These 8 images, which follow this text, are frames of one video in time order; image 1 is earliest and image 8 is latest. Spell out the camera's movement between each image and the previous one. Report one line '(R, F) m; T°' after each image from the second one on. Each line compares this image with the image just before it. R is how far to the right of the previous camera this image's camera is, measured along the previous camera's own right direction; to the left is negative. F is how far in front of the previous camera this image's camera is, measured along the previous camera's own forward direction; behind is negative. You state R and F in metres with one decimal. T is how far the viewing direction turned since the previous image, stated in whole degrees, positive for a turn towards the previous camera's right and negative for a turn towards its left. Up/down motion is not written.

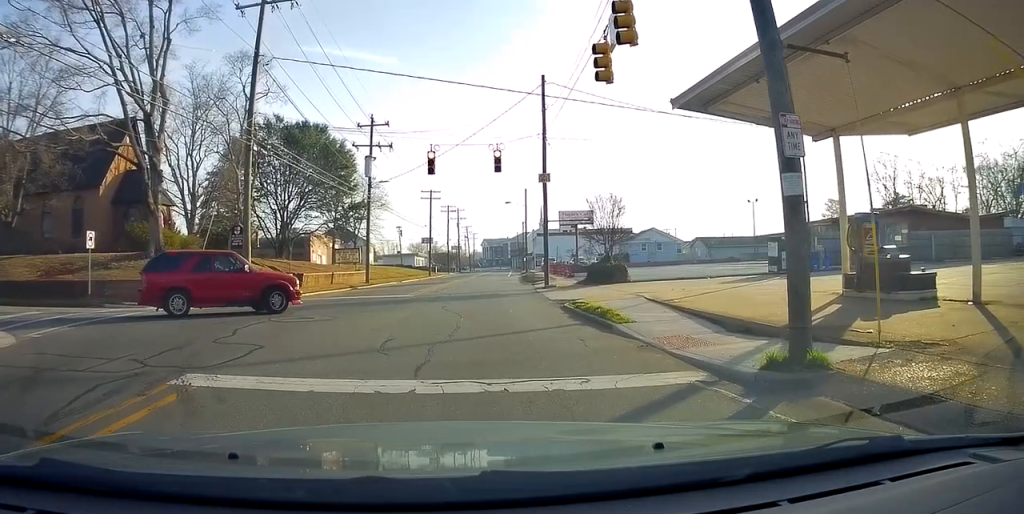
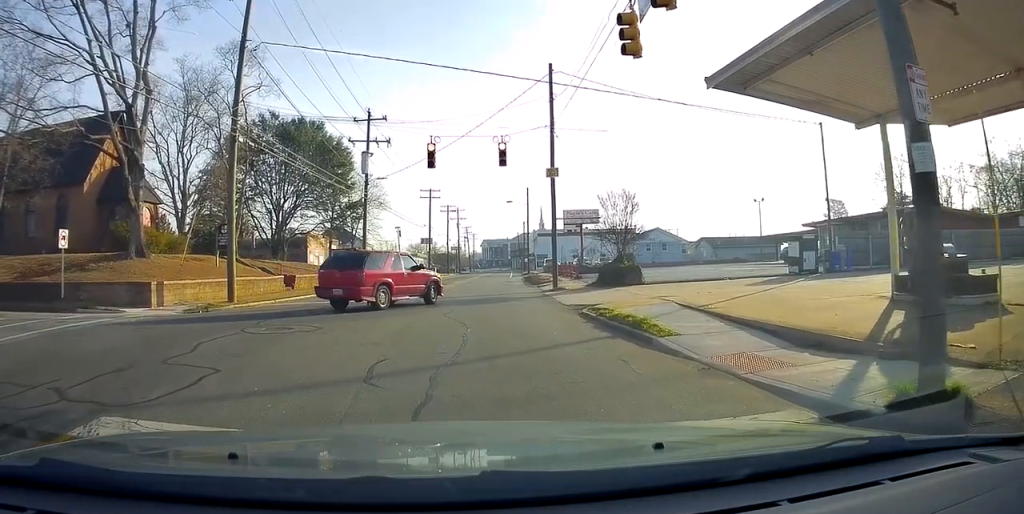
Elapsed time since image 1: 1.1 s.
(0.0, +2.2) m; -5°
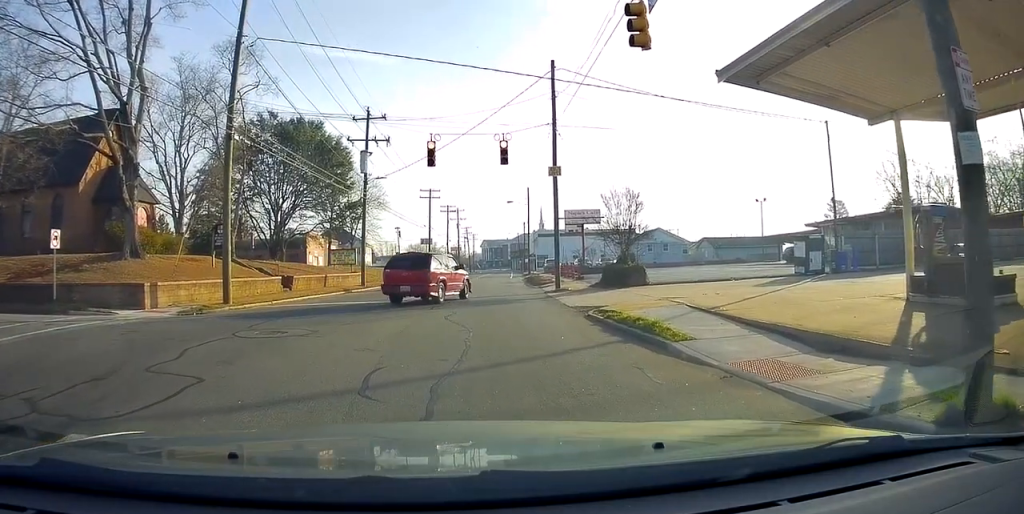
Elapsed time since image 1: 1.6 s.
(-0.1, +0.6) m; 0°
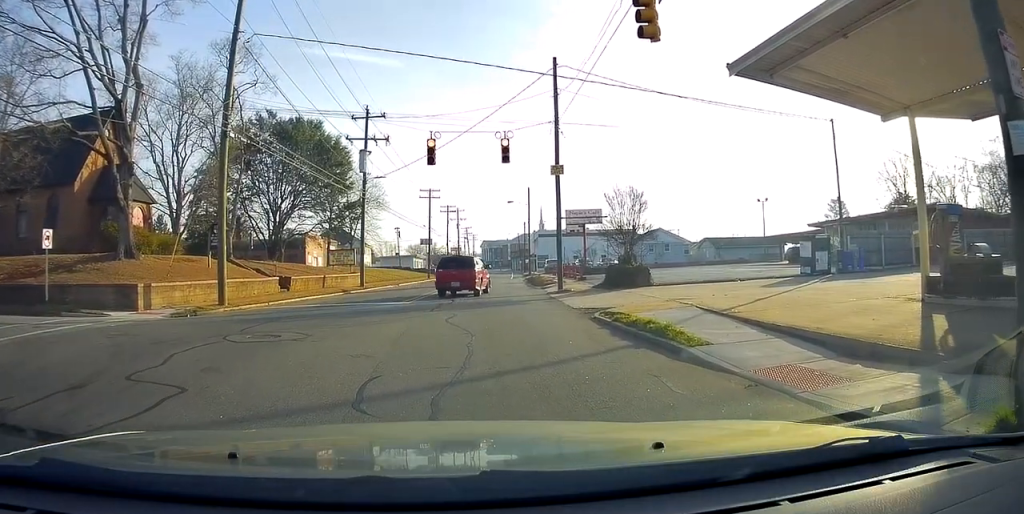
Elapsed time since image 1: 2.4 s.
(0.0, +0.7) m; 0°
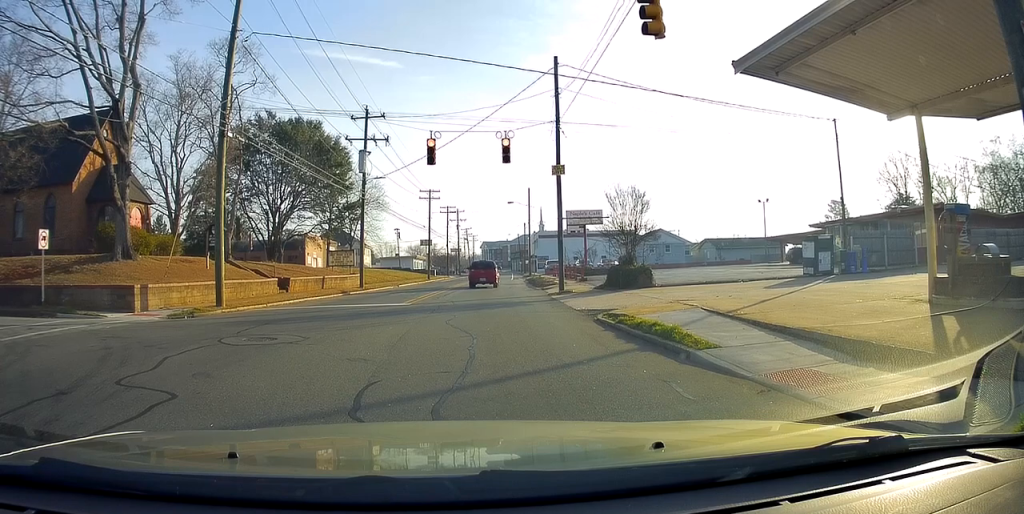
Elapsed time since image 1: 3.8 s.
(-0.1, +0.5) m; 0°
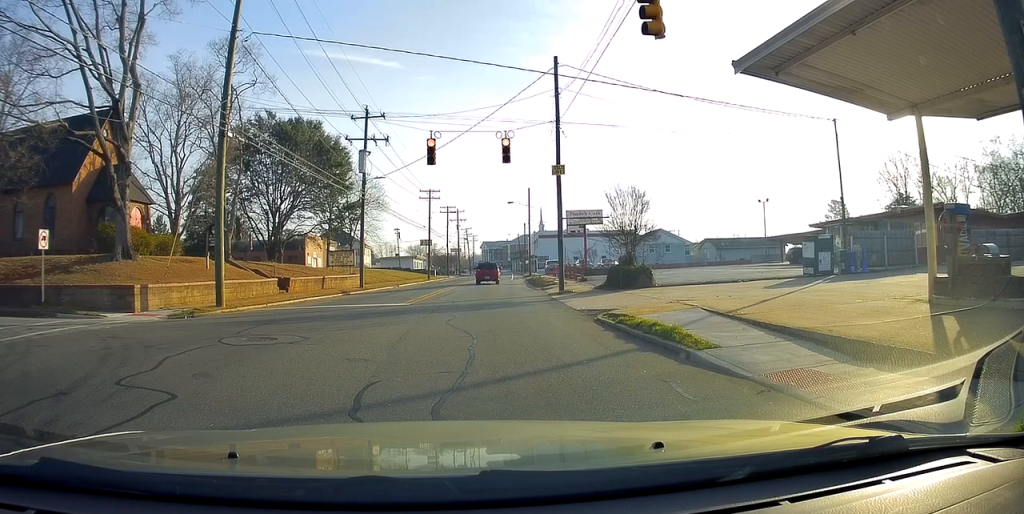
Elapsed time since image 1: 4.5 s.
(0.0, 0.0) m; 0°
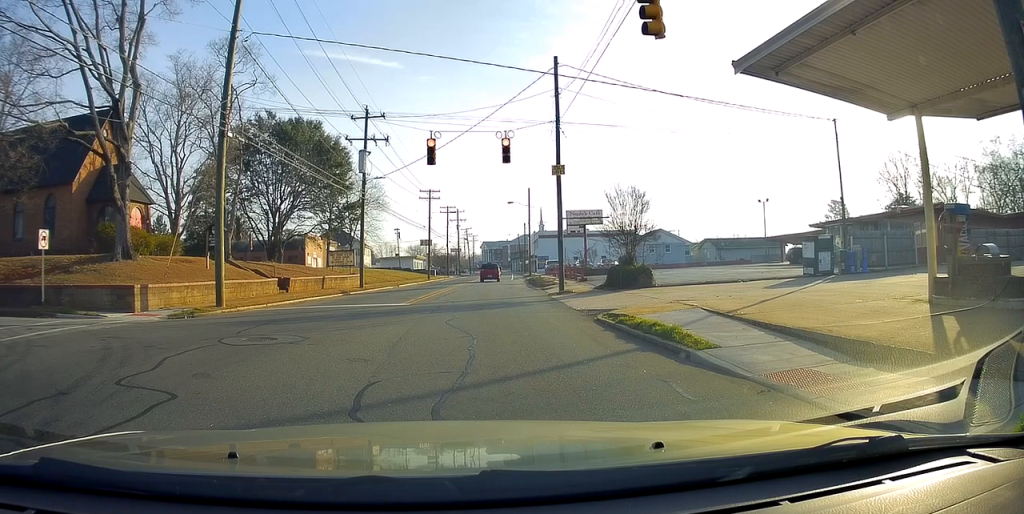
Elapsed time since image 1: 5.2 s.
(0.0, 0.0) m; 0°
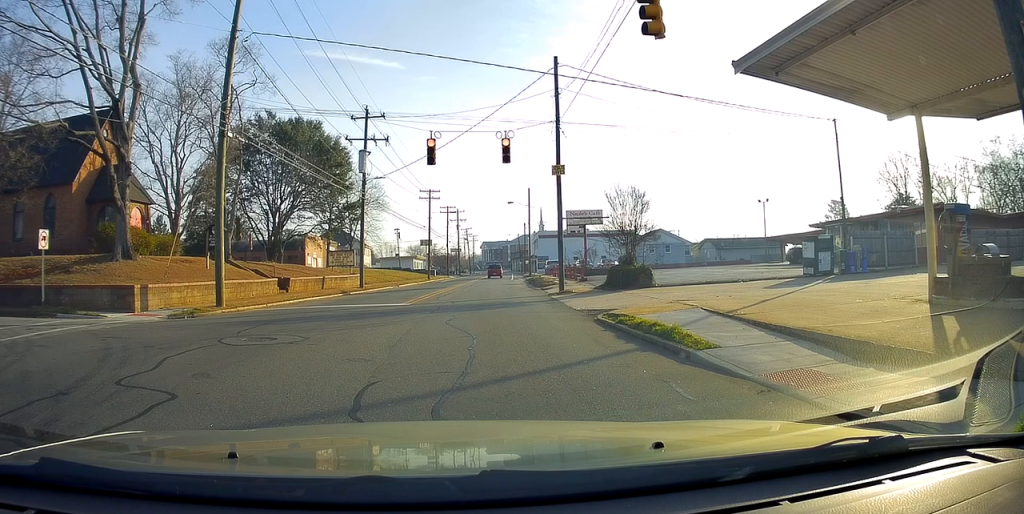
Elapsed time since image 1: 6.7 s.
(0.0, 0.0) m; 0°
